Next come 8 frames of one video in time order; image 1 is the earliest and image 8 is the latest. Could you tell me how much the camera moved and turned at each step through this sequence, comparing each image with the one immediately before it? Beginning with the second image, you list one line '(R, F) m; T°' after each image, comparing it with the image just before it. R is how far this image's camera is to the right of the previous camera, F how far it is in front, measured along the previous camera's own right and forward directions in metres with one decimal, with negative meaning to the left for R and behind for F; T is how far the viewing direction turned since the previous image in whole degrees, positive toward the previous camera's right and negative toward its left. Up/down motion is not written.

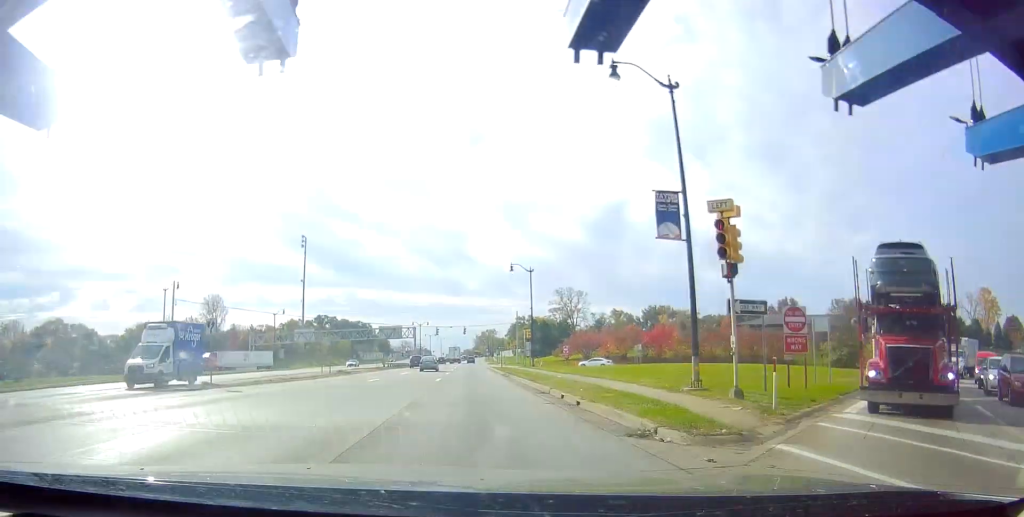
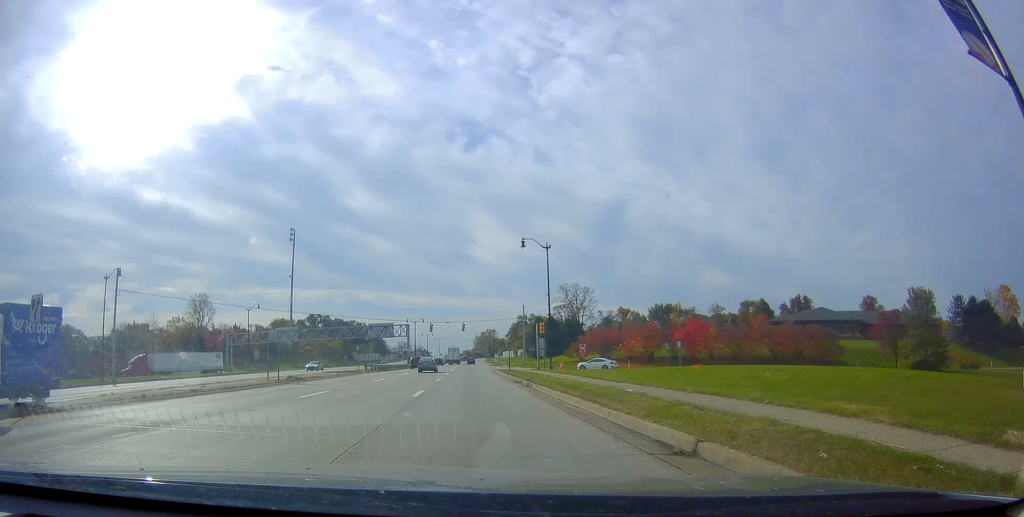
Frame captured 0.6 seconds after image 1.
(0.0, +13.2) m; 0°
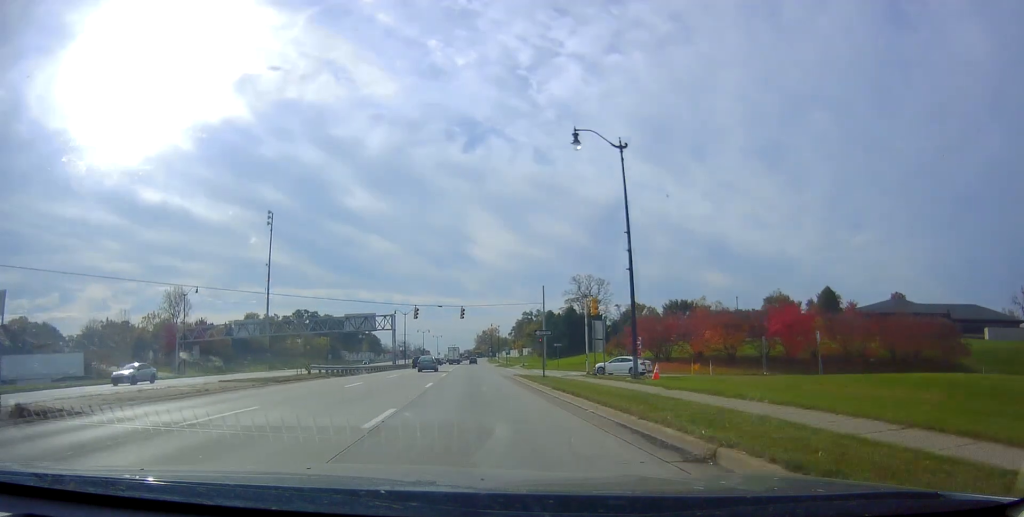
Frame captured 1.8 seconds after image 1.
(0.0, +24.1) m; 0°
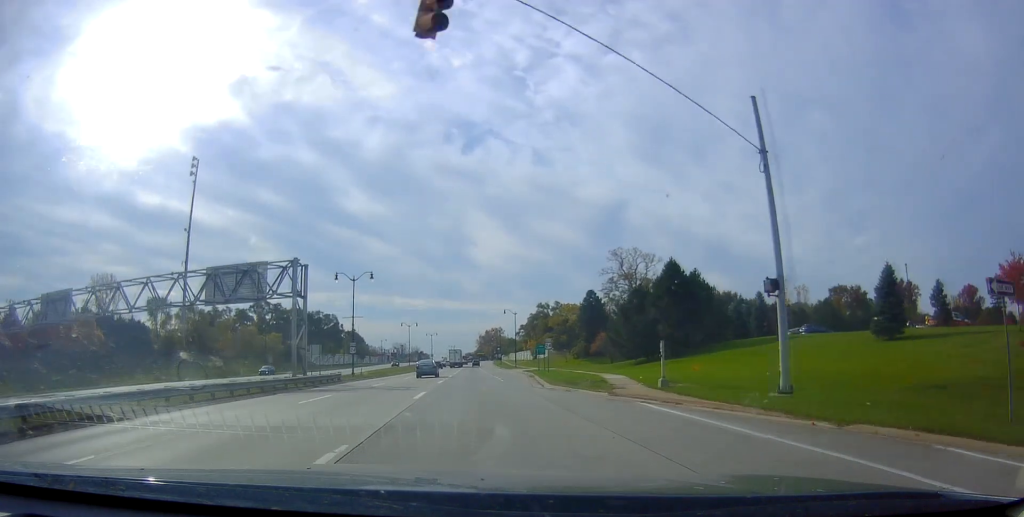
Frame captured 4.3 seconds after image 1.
(-0.5, +54.0) m; -1°
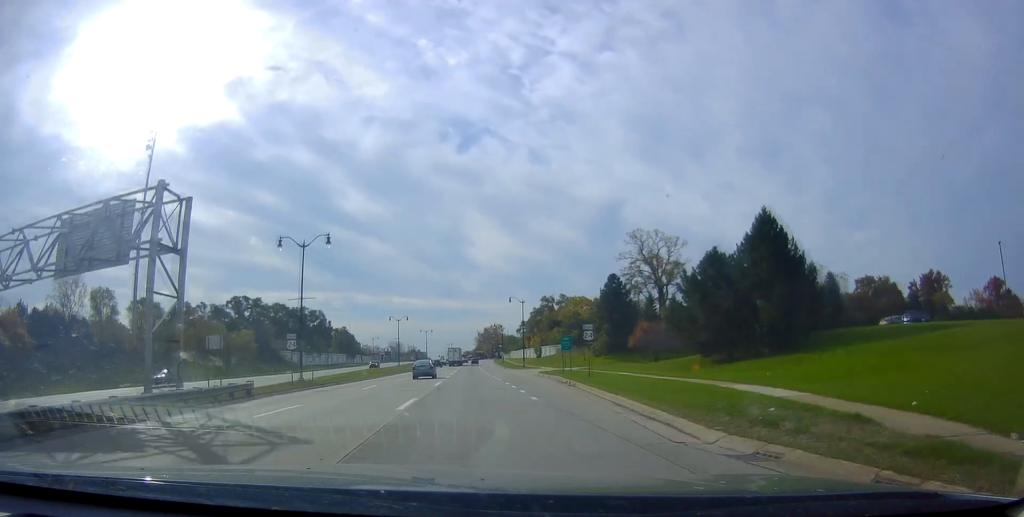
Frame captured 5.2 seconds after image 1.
(0.0, +19.2) m; +1°
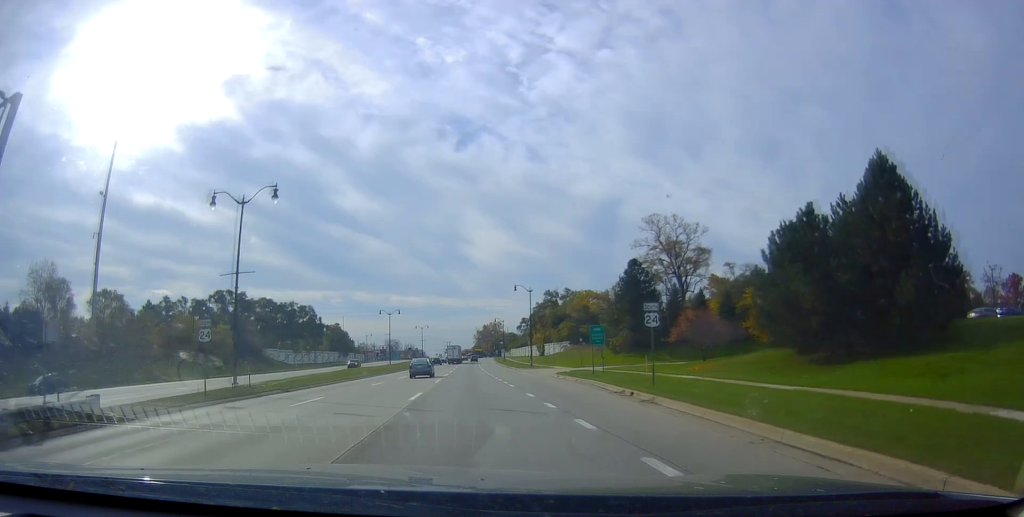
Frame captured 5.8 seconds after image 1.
(+0.1, +12.7) m; +1°
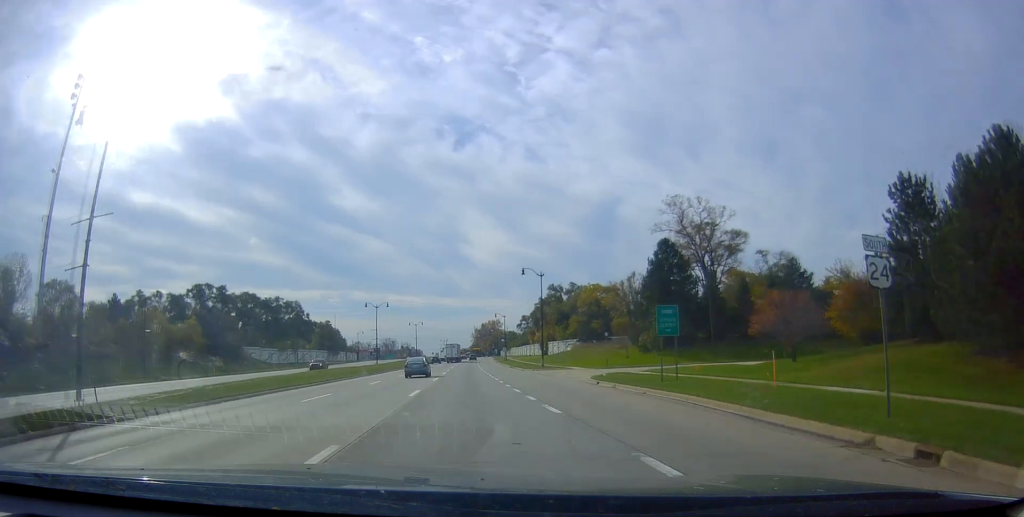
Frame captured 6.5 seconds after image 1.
(0.0, +14.1) m; 0°
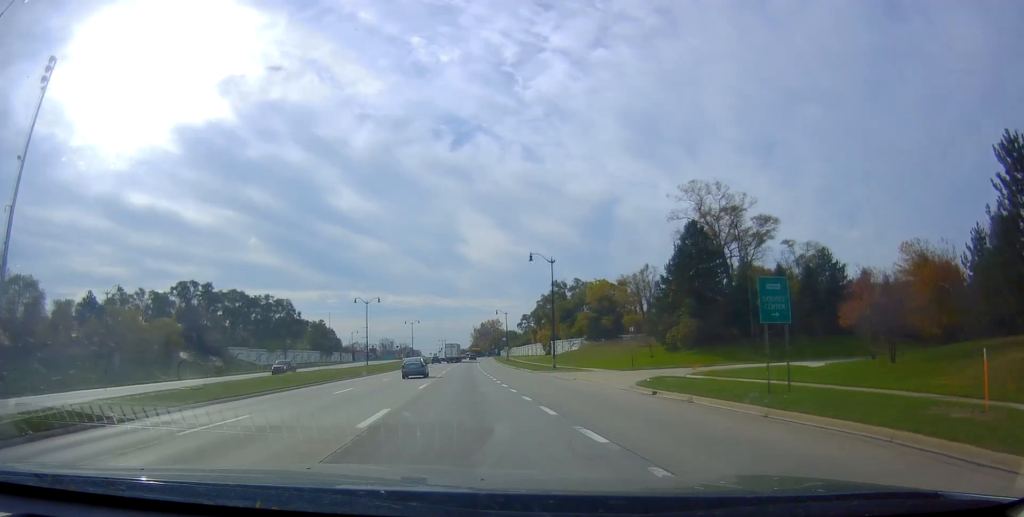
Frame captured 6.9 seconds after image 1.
(0.0, +9.1) m; 0°
